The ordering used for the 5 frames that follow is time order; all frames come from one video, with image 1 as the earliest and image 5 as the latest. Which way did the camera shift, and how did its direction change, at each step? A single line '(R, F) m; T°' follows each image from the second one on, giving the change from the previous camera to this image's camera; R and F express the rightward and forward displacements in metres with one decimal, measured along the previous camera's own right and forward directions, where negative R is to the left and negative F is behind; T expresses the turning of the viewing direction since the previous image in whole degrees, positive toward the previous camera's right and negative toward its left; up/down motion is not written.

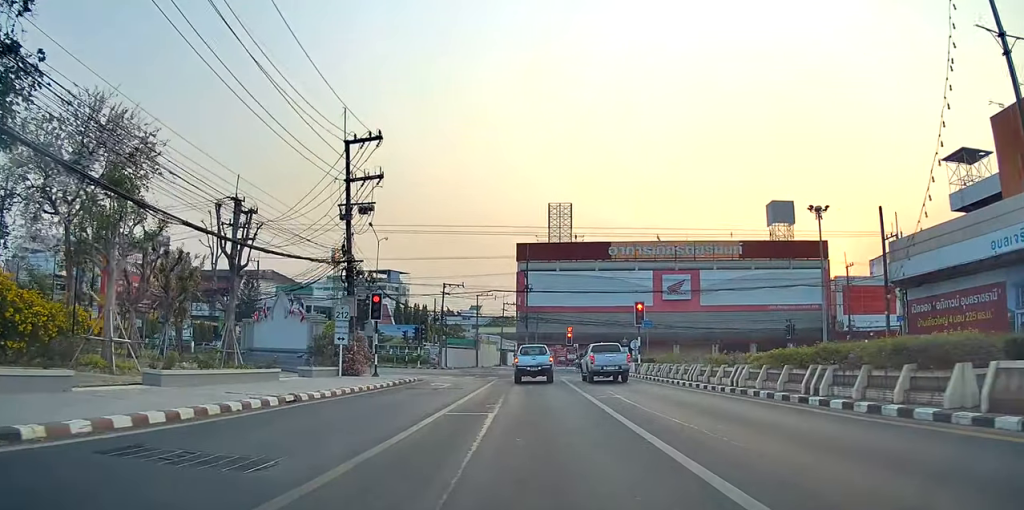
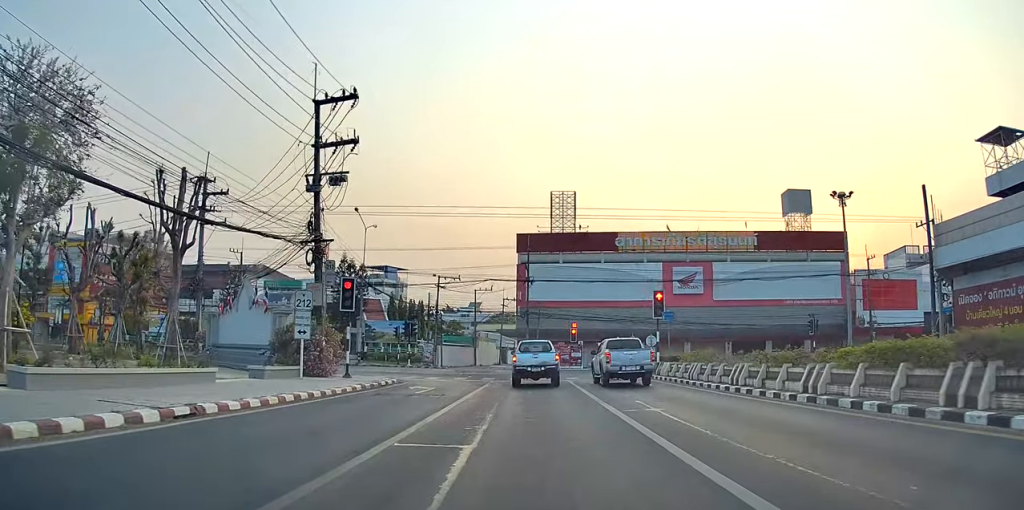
(+0.1, +5.6) m; +2°
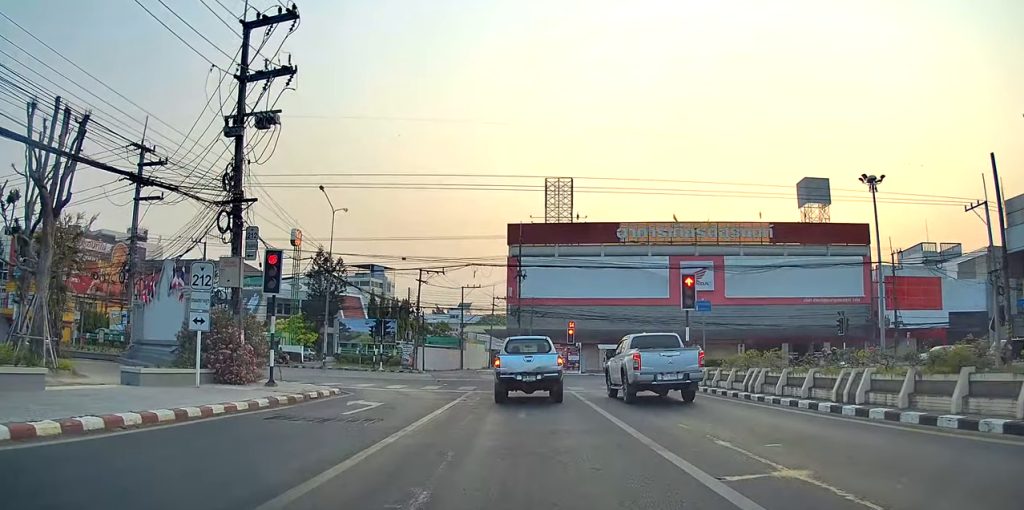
(+0.2, +9.1) m; +3°
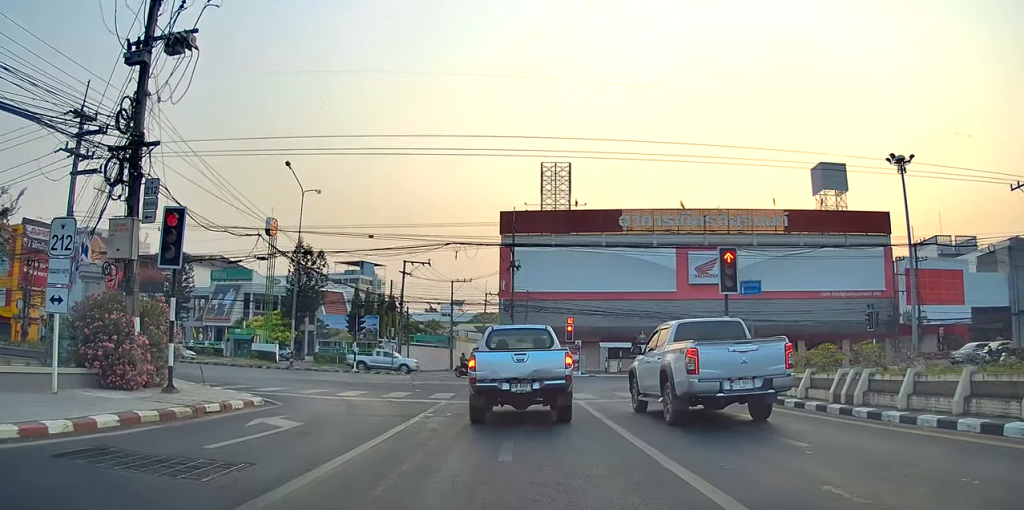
(+0.1, +6.7) m; 0°
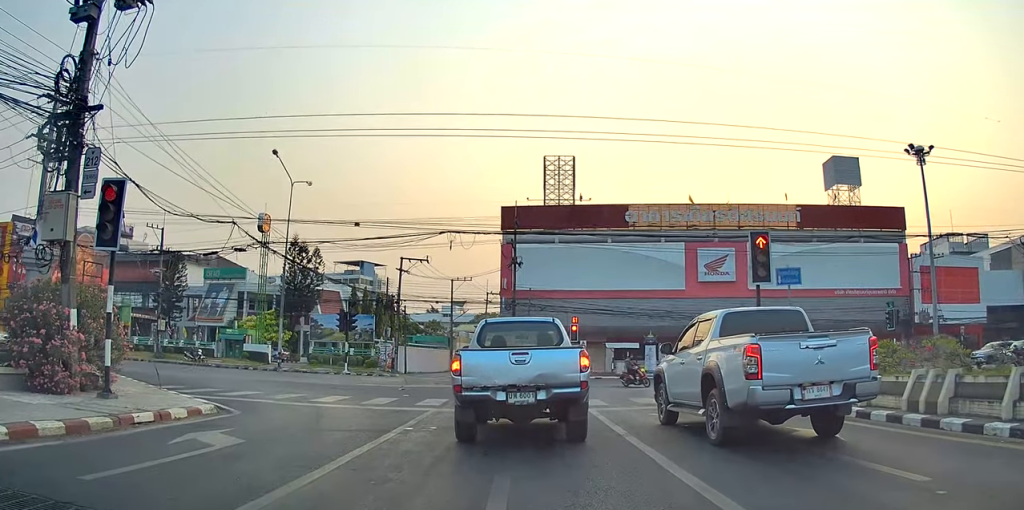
(-0.1, +2.5) m; -2°
